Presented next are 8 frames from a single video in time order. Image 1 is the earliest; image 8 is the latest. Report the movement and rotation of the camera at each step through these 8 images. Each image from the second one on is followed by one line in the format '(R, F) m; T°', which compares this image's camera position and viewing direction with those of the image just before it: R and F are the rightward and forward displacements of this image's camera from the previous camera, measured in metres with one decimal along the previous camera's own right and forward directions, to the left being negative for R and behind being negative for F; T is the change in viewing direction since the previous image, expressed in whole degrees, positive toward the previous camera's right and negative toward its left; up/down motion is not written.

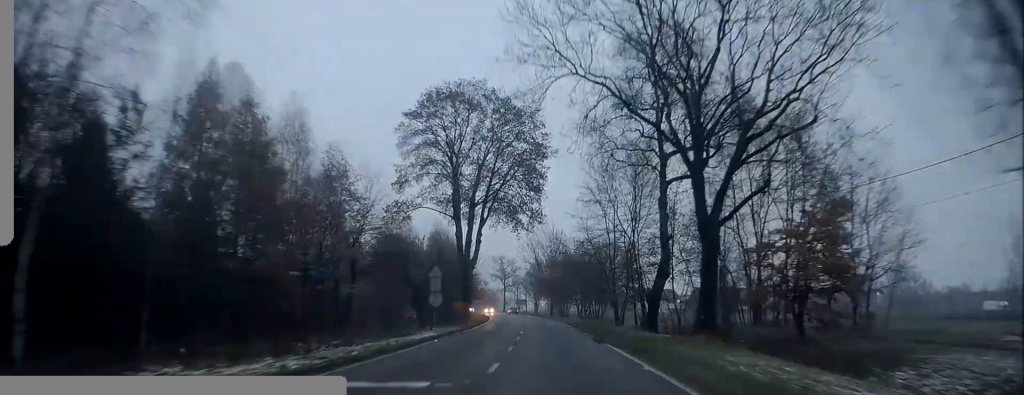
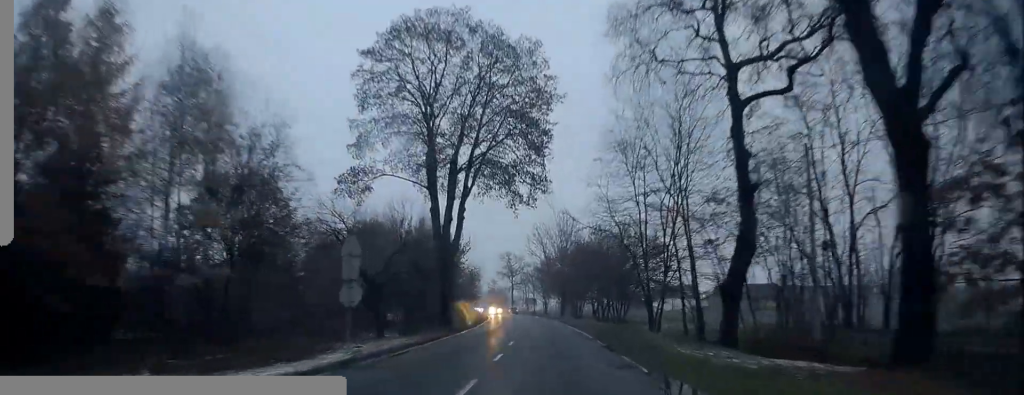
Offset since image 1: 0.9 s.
(-0.3, +14.7) m; -1°
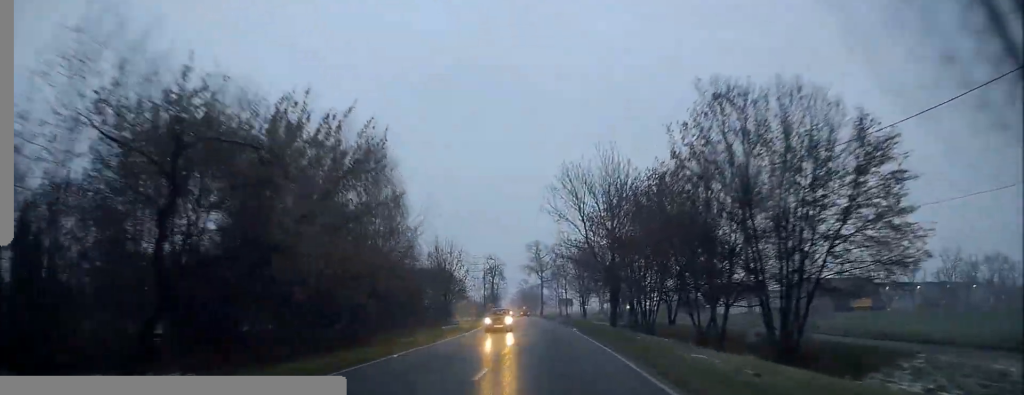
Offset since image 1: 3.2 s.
(-0.8, +39.0) m; -2°
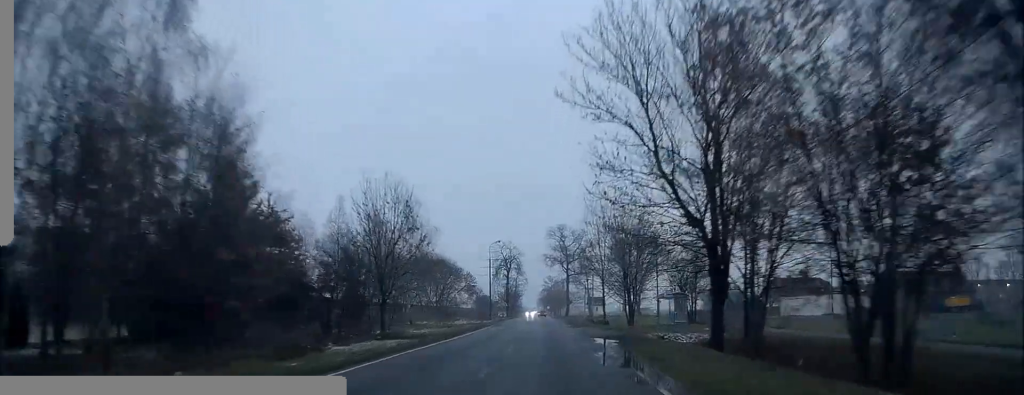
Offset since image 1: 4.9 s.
(-1.0, +29.2) m; -4°
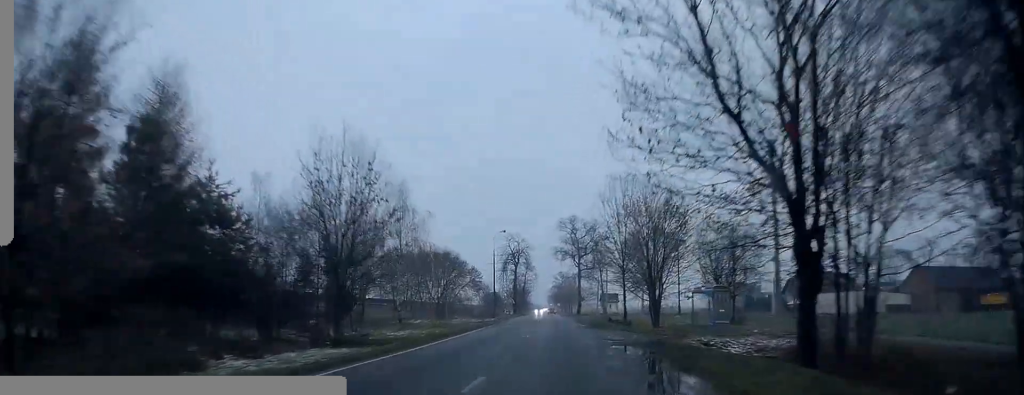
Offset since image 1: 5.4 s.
(0.0, +8.4) m; 0°
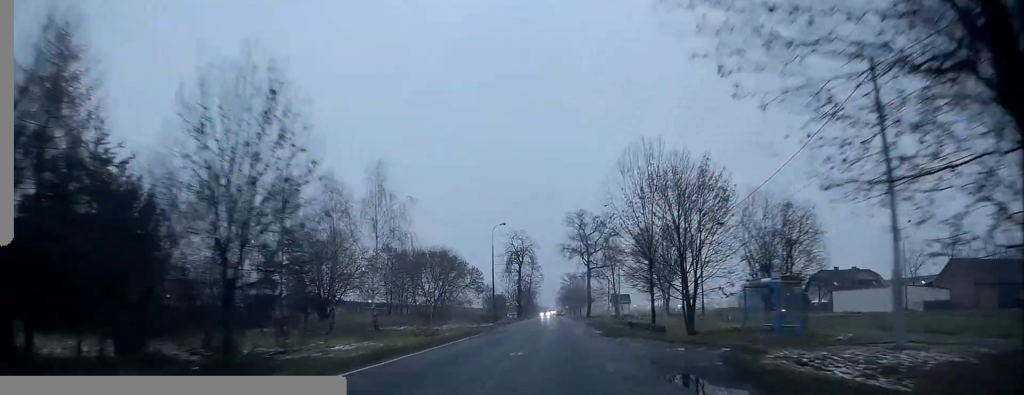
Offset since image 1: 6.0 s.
(0.0, +9.5) m; 0°
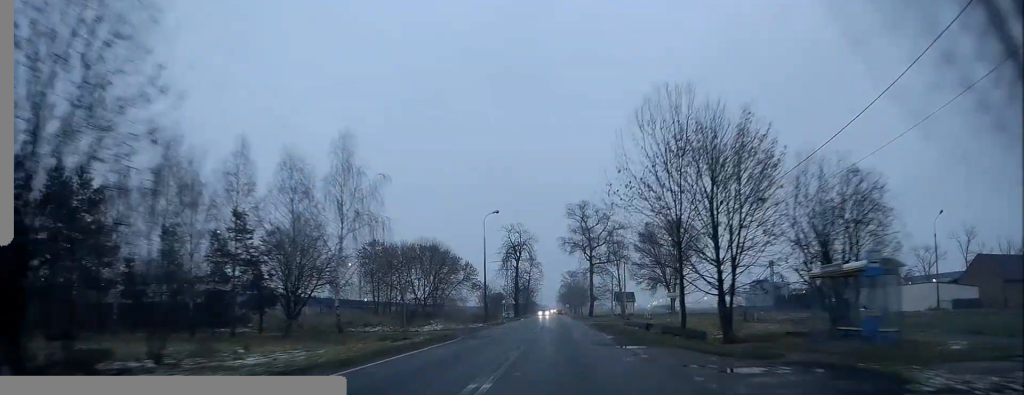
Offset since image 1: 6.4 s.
(0.0, +7.8) m; 0°
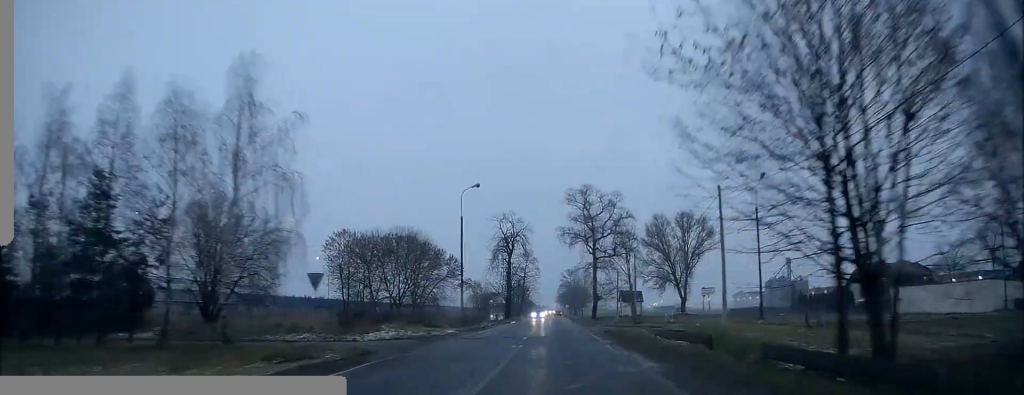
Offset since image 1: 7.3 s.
(0.0, +13.9) m; -1°
